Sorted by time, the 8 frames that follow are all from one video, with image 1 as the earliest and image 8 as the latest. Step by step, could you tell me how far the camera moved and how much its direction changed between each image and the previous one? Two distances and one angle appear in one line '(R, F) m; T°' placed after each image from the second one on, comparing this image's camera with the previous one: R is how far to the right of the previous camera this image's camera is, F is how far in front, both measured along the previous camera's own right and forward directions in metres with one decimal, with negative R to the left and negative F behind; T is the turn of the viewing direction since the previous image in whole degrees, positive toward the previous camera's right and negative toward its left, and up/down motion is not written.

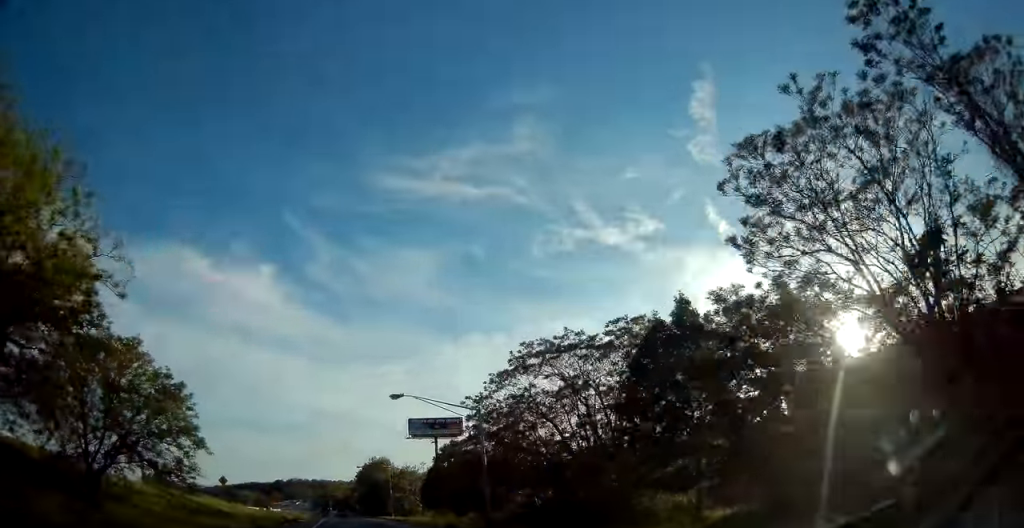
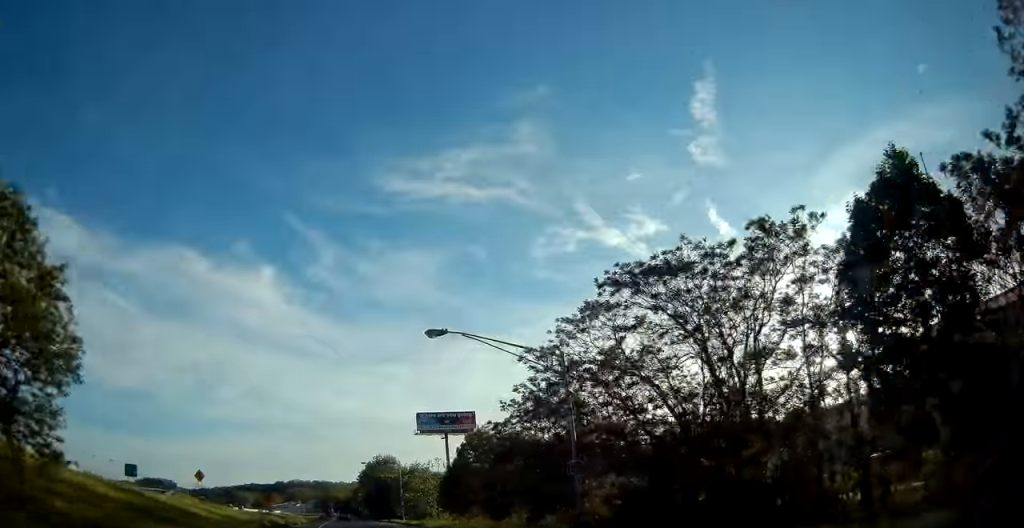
(+0.1, +12.9) m; 0°
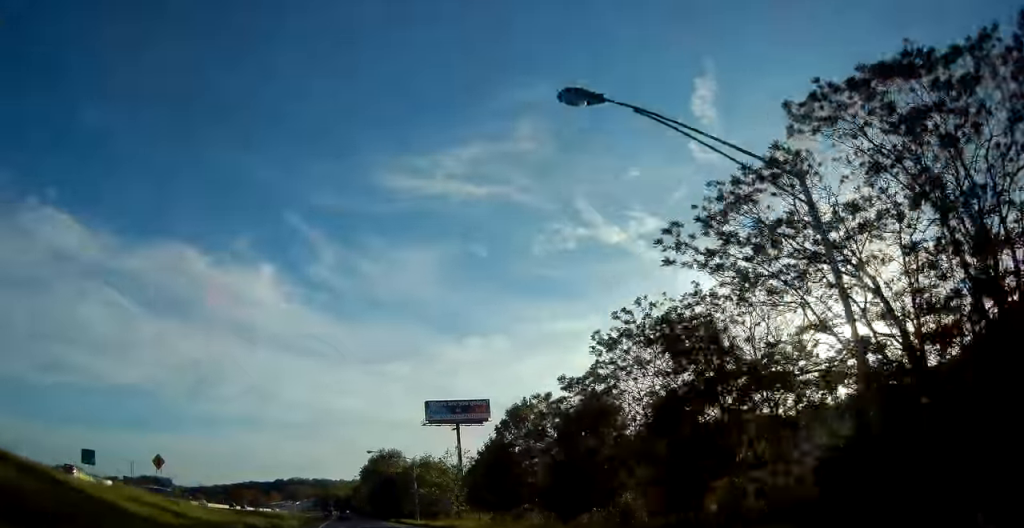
(+0.2, +13.6) m; 0°
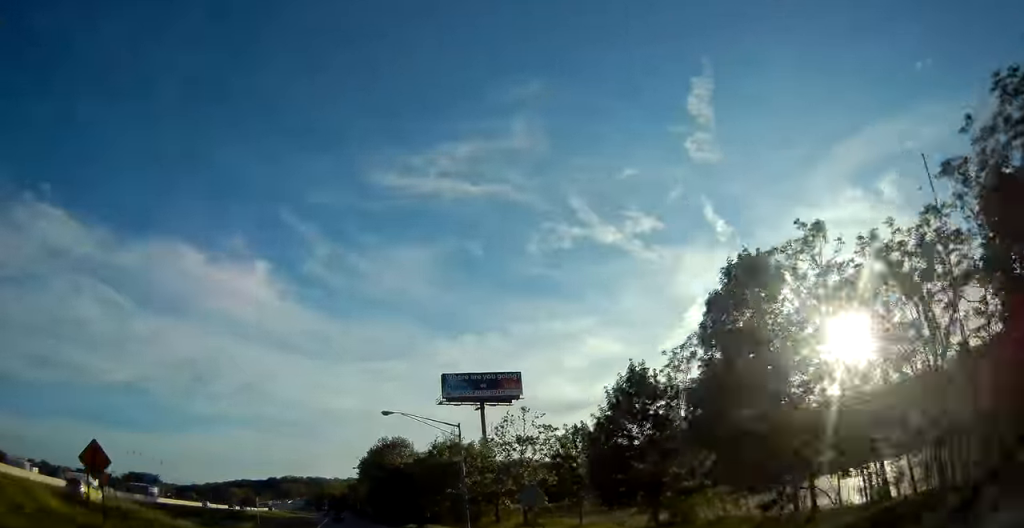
(-0.3, +27.4) m; -1°
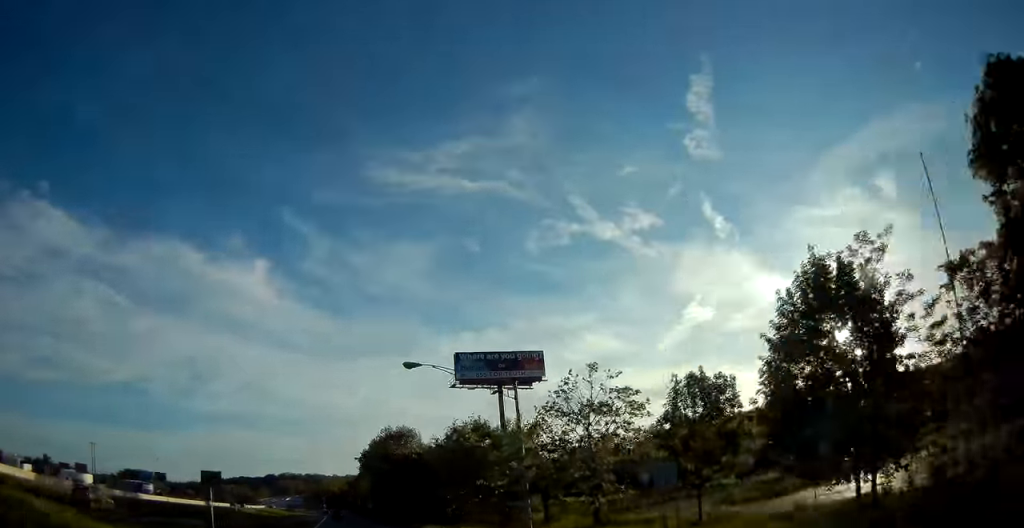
(-0.1, +13.1) m; 0°
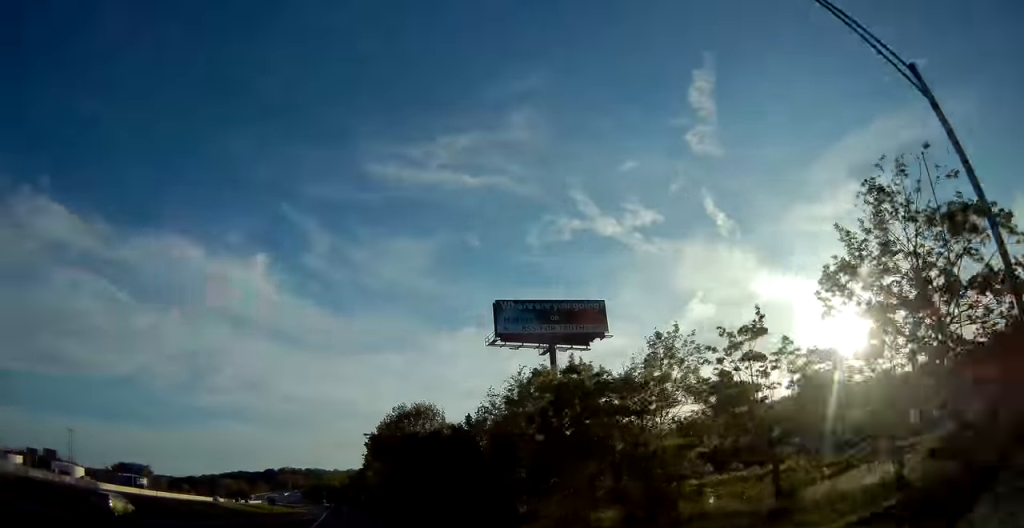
(+0.2, +23.2) m; +1°
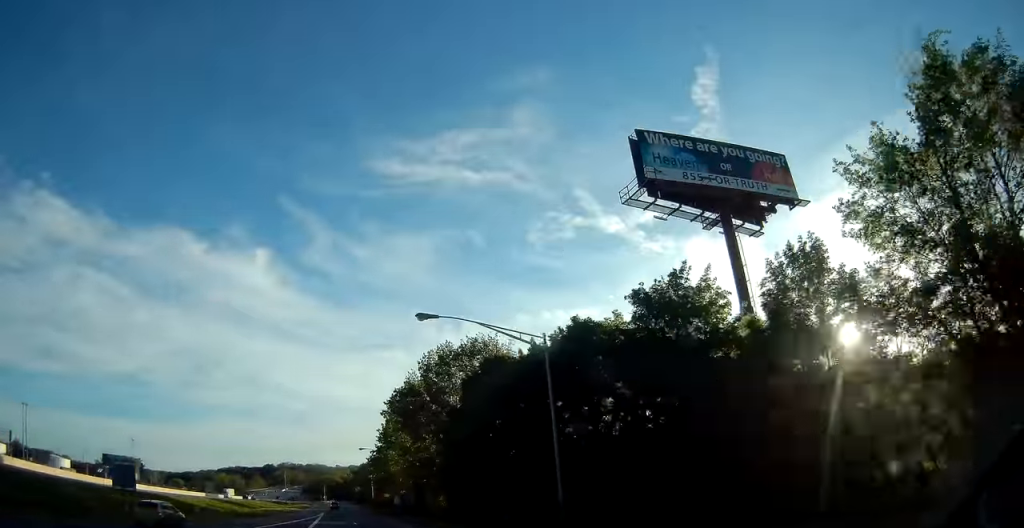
(-0.3, +36.1) m; -1°
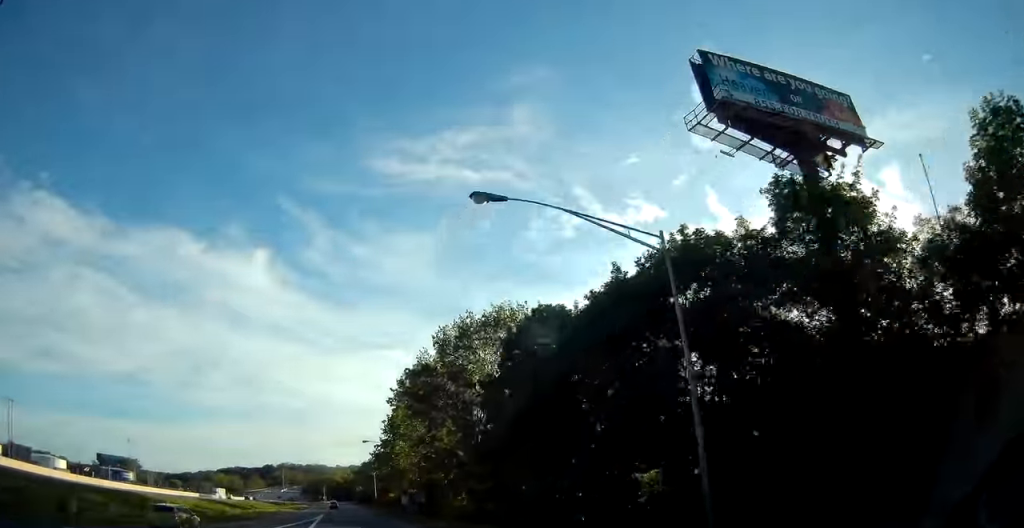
(+0.1, +9.4) m; 0°
